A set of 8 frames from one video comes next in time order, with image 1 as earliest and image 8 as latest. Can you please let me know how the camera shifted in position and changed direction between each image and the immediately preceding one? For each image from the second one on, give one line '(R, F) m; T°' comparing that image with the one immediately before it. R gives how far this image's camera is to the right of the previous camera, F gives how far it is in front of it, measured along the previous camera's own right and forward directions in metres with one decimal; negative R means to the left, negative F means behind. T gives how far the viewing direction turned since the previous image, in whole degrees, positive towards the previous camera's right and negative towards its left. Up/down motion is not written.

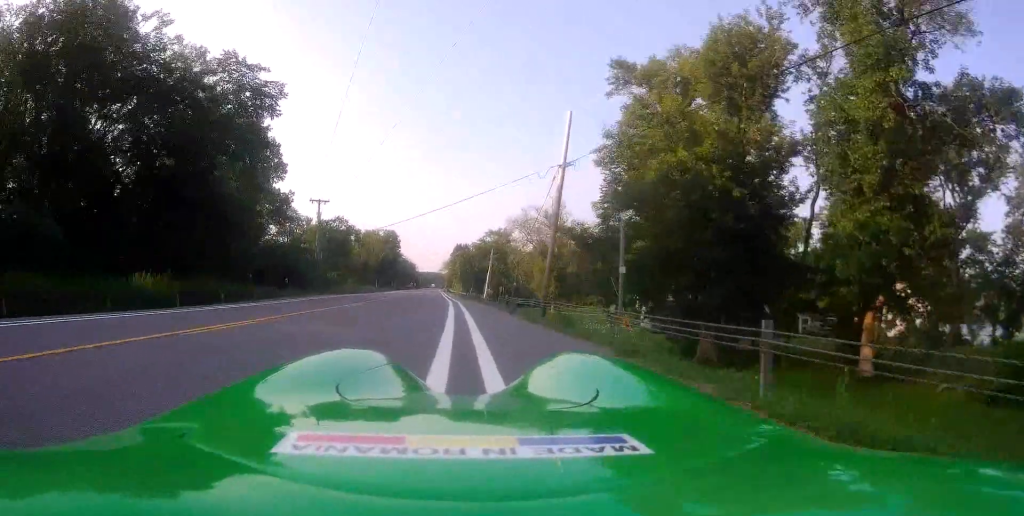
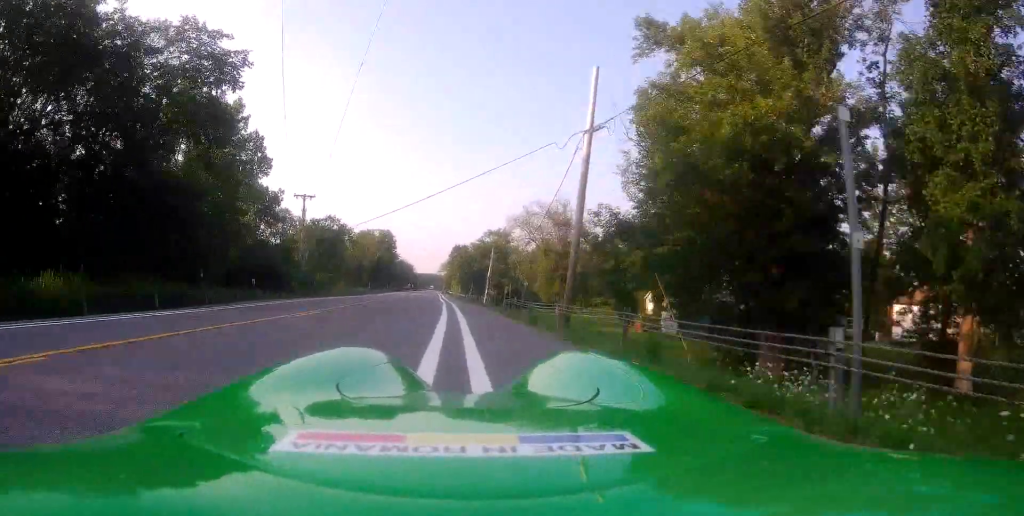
(0.0, +5.6) m; -1°
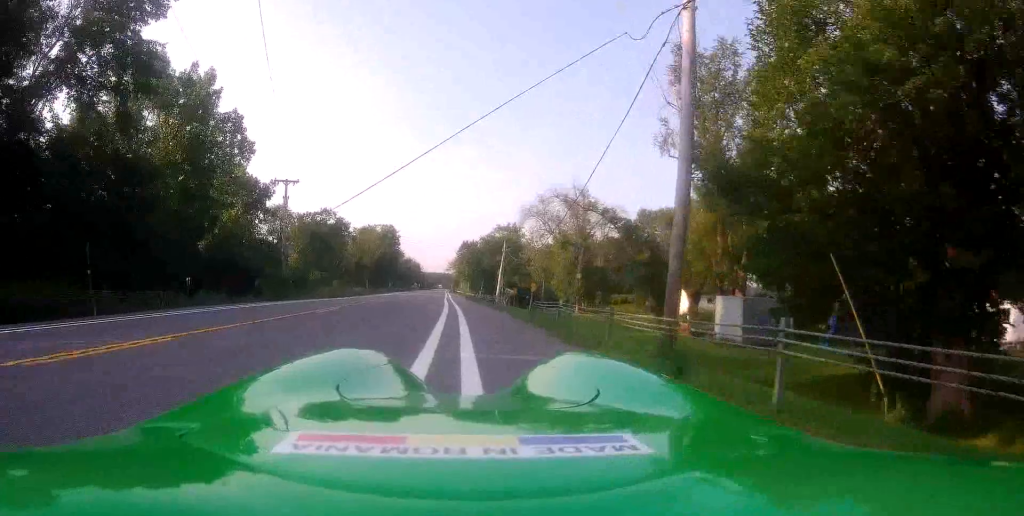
(-0.1, +9.0) m; -2°
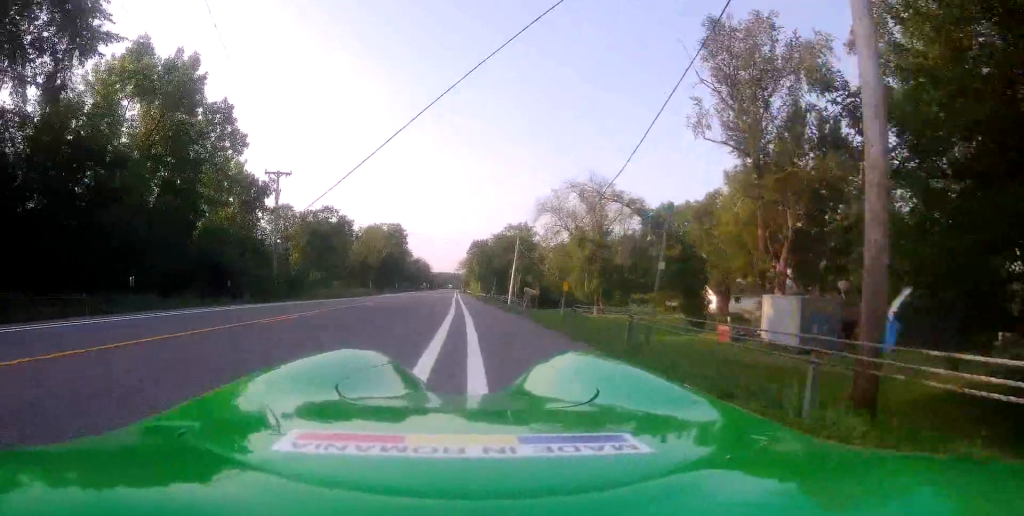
(-0.2, +5.0) m; 0°
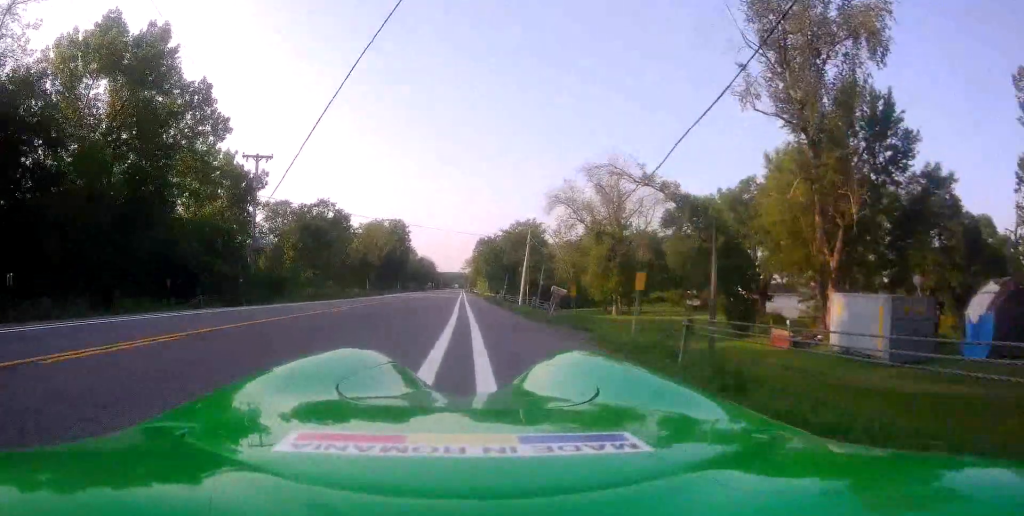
(0.0, +6.2) m; 0°
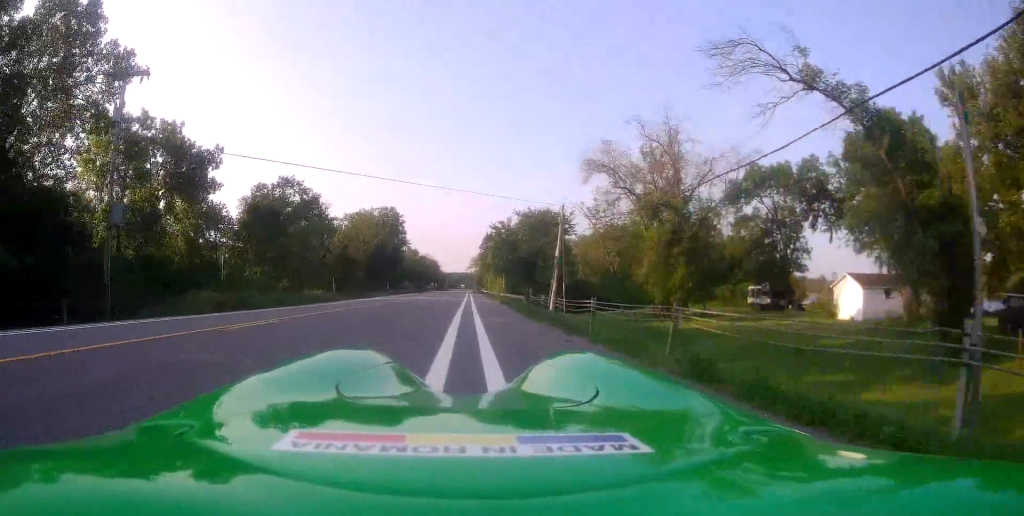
(-0.1, +19.3) m; -1°
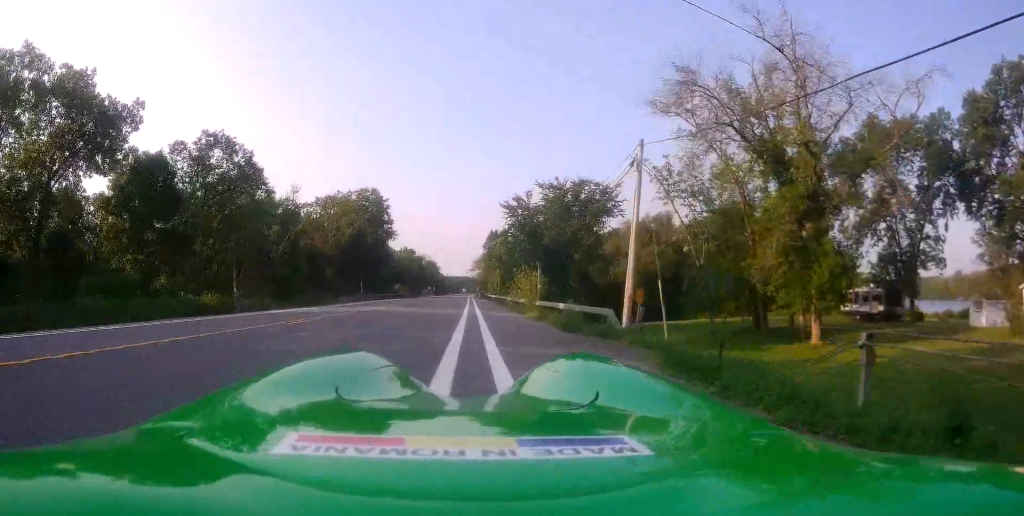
(-0.1, +20.7) m; 0°
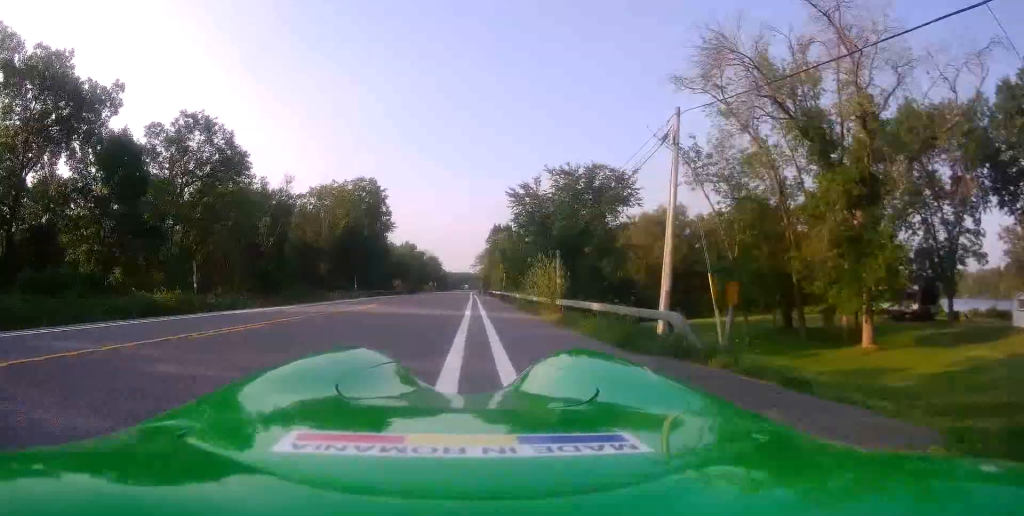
(0.0, +4.3) m; +1°
